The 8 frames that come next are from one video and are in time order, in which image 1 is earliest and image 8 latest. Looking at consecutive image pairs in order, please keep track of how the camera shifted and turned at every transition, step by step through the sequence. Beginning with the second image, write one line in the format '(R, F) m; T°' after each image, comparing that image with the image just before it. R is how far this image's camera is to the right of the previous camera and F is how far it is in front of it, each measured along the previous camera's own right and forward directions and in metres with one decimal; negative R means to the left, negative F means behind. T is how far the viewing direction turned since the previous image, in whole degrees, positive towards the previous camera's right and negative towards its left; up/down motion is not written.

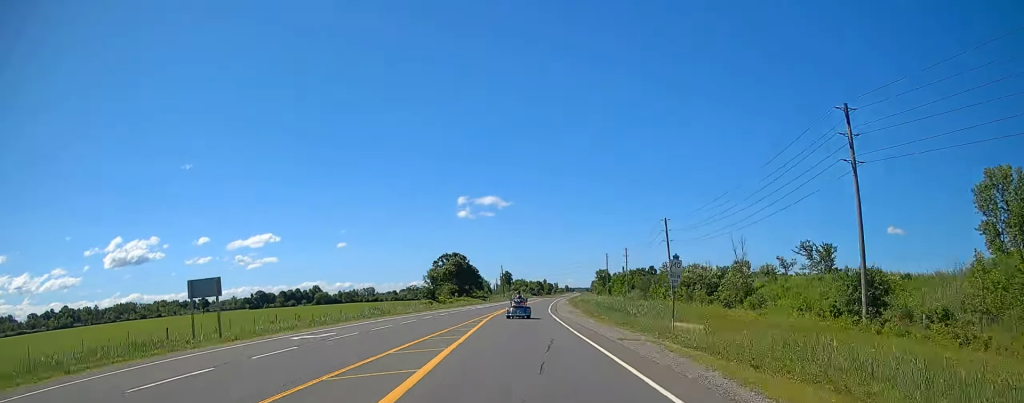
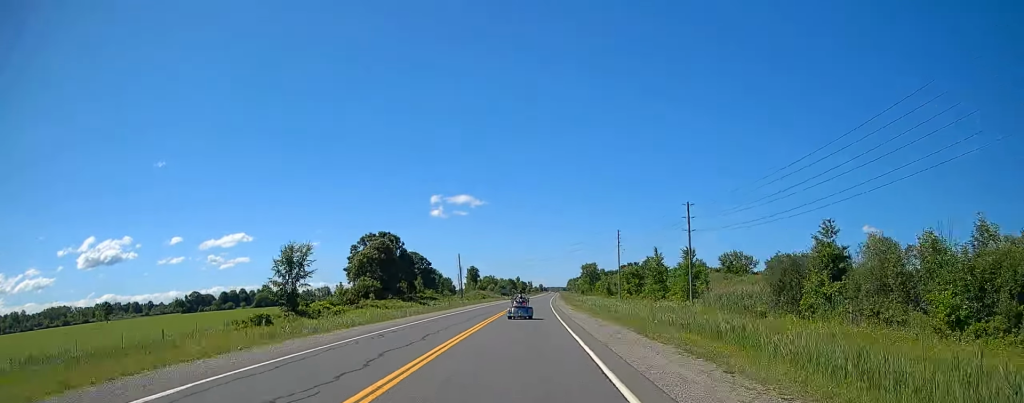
(+0.3, +81.2) m; +2°
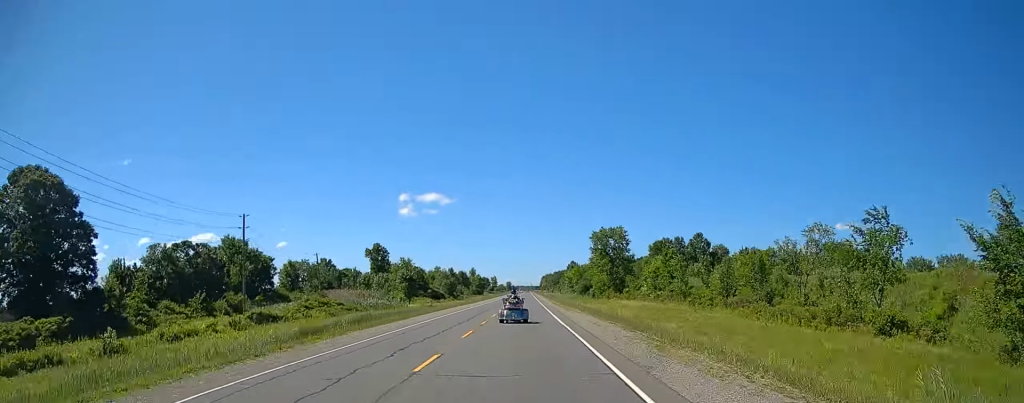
(+6.0, +190.8) m; +2°
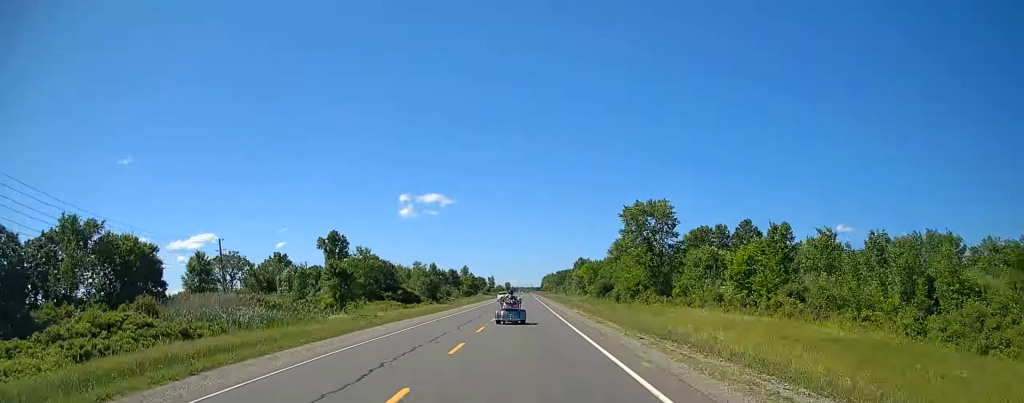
(+0.1, +52.1) m; 0°
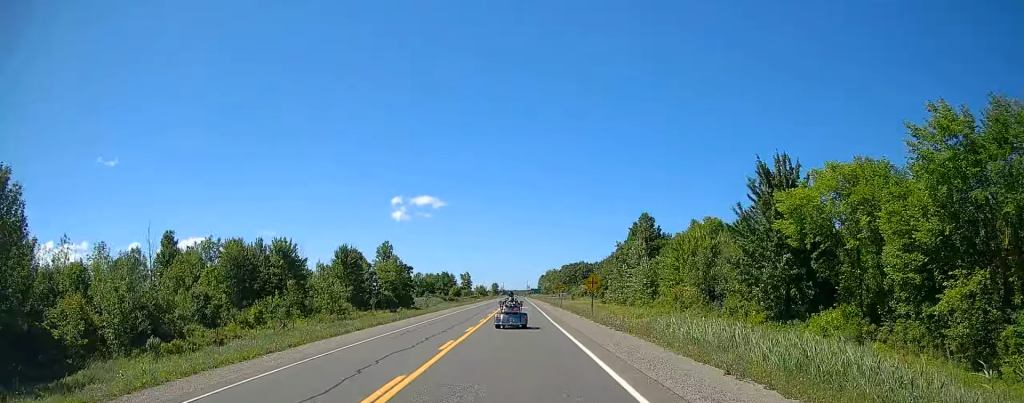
(+0.4, +174.7) m; 0°
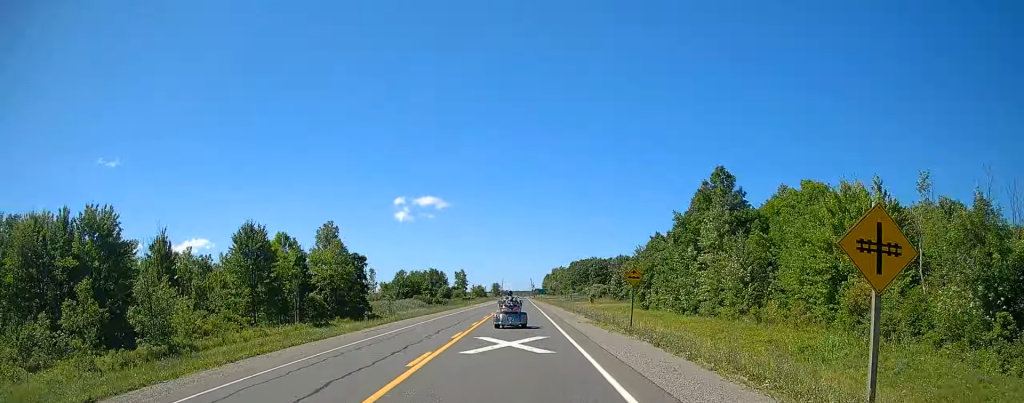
(0.0, +48.8) m; 0°
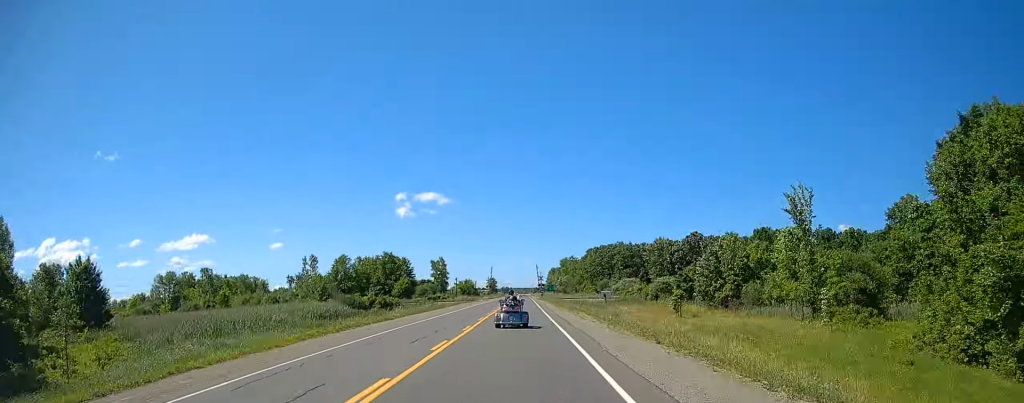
(0.0, +83.7) m; 0°
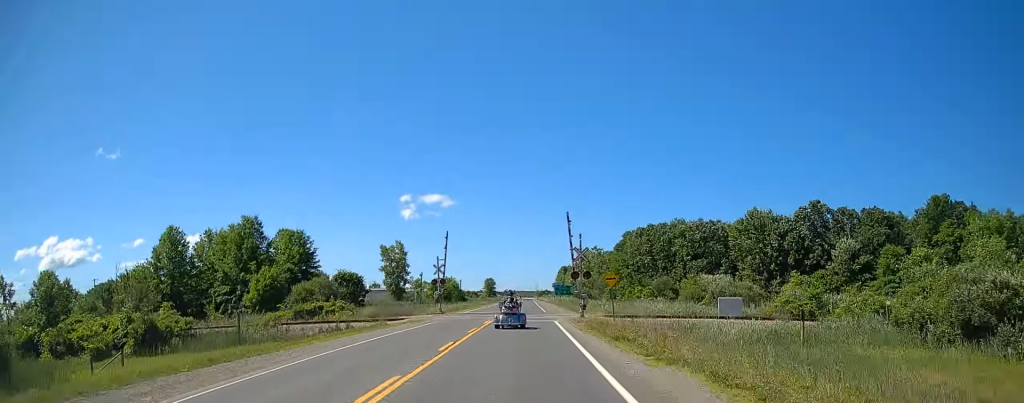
(0.0, +87.8) m; 0°
